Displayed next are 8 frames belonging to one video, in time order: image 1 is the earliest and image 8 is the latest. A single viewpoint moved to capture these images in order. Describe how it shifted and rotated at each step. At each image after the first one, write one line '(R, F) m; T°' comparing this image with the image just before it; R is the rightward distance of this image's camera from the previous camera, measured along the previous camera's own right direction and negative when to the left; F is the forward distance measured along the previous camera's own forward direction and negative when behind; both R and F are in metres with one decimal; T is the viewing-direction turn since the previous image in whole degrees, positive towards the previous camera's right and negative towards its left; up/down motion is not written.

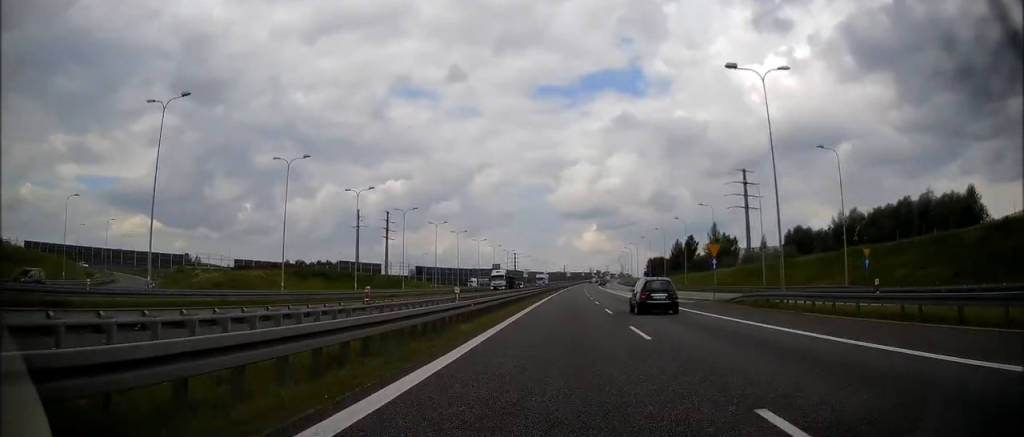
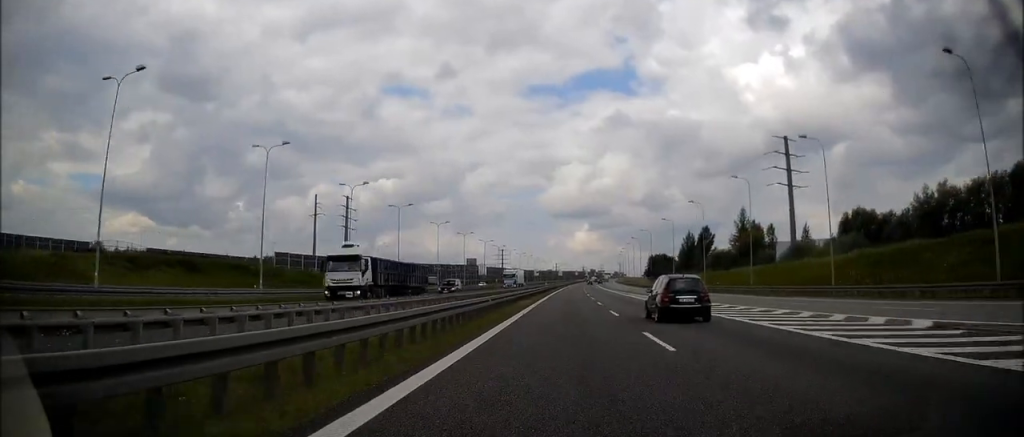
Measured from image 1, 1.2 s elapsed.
(-0.2, +40.6) m; +1°
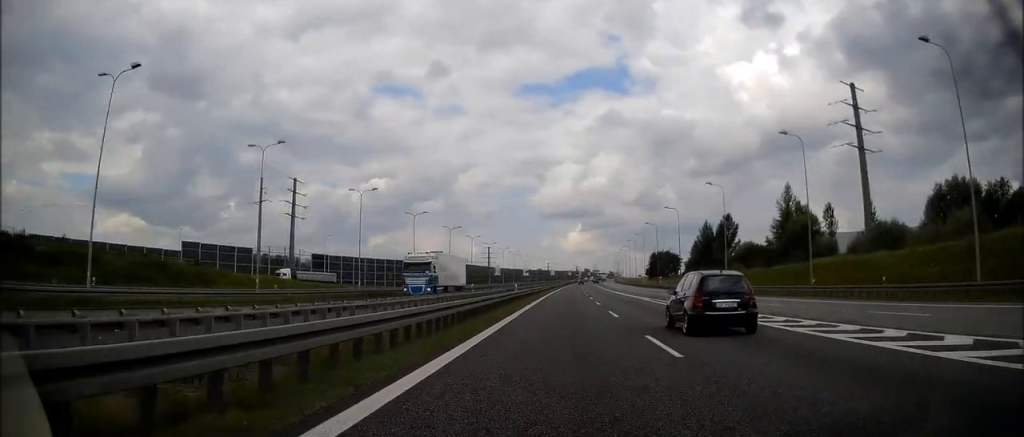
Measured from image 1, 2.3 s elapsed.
(+0.5, +39.2) m; +1°
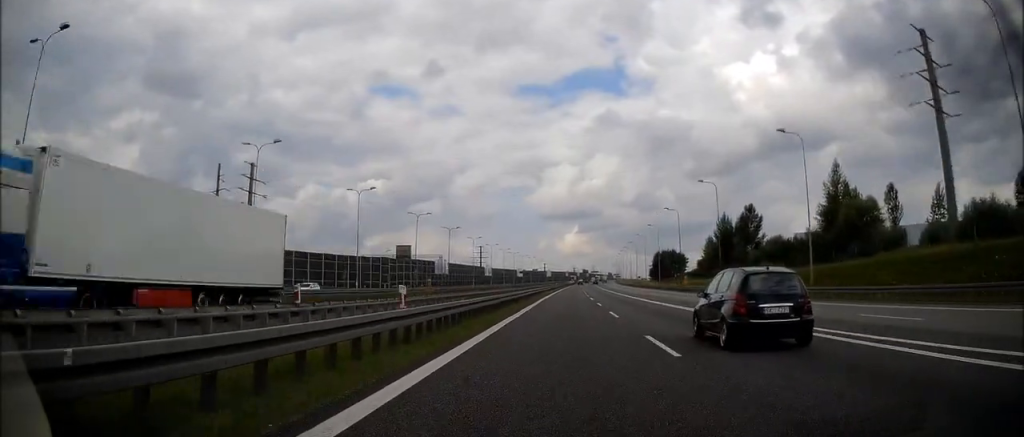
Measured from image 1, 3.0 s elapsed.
(-0.2, +25.3) m; 0°
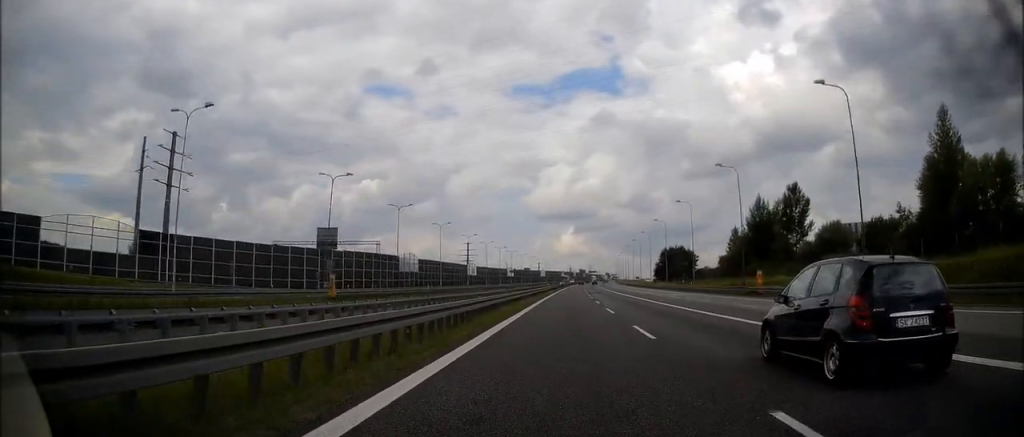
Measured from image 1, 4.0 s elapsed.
(+0.4, +34.3) m; +1°
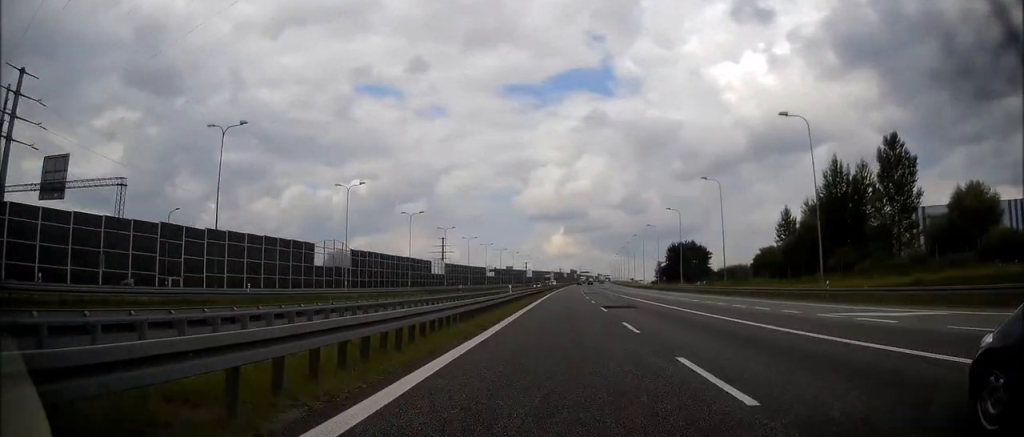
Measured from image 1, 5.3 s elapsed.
(+0.2, +44.4) m; 0°
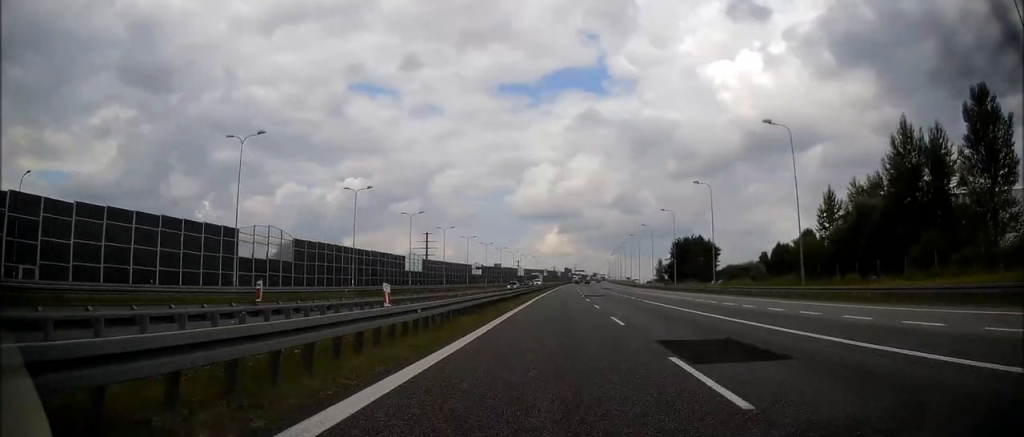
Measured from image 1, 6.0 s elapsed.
(-0.2, +22.8) m; 0°
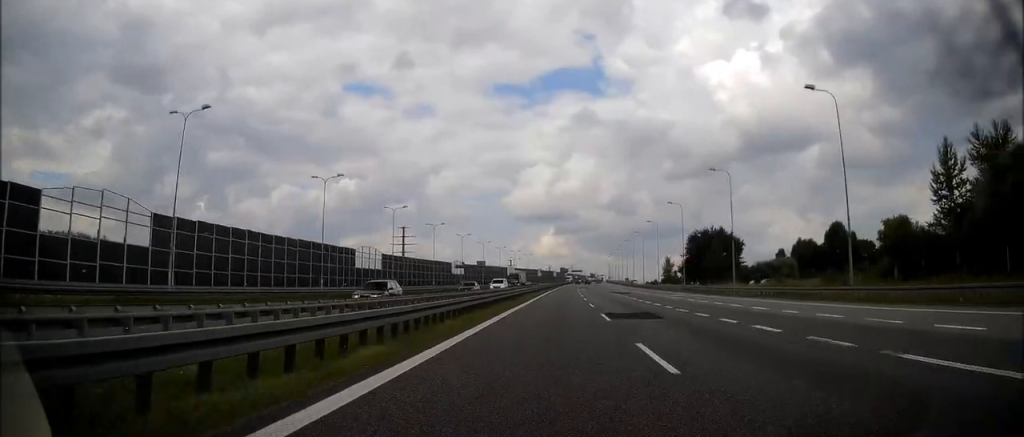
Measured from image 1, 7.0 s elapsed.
(+0.4, +34.1) m; +1°
